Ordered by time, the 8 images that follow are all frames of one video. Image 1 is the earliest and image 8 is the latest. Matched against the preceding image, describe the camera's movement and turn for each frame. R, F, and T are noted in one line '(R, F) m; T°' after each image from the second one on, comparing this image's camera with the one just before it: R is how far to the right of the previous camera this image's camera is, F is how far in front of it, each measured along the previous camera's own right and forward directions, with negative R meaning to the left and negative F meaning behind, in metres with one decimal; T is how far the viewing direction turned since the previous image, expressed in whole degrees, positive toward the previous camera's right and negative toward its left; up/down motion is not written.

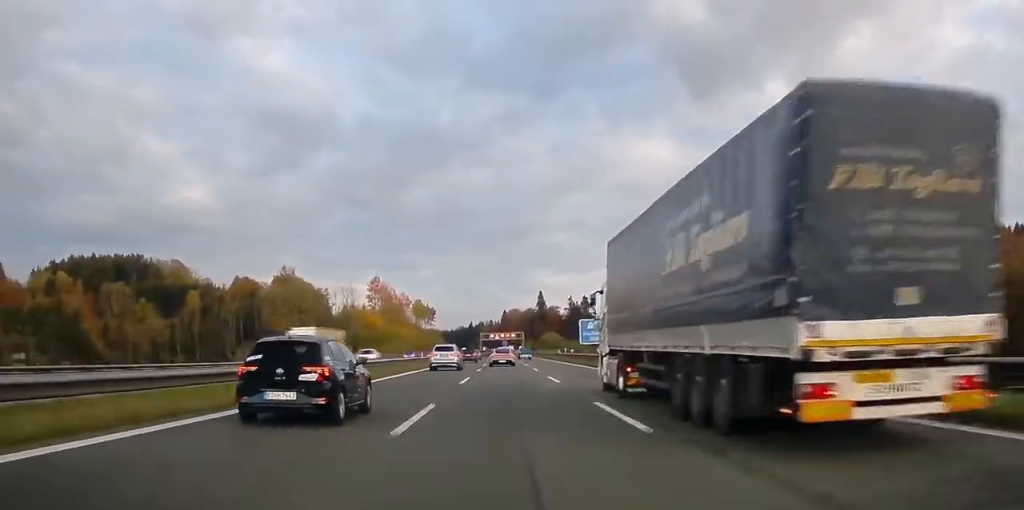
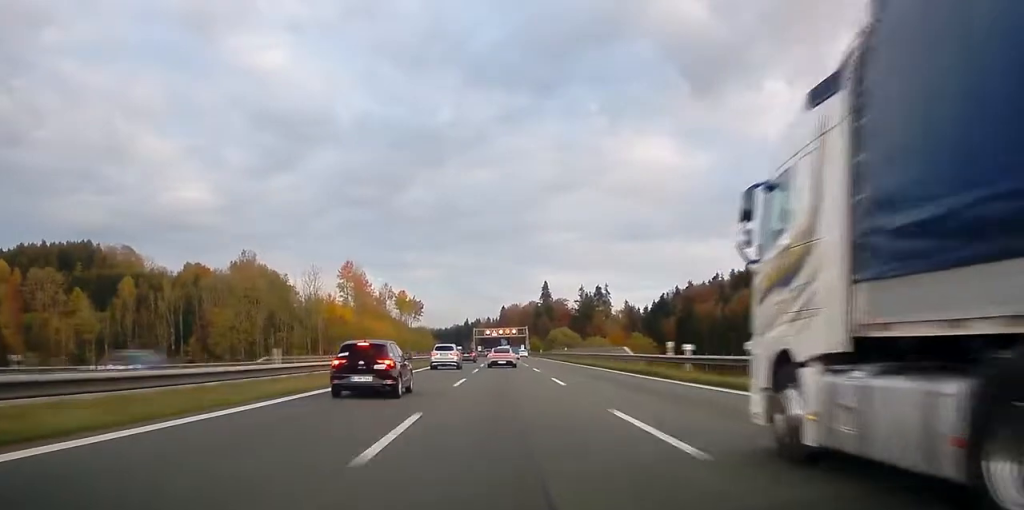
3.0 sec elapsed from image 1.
(-0.3, +53.3) m; -1°
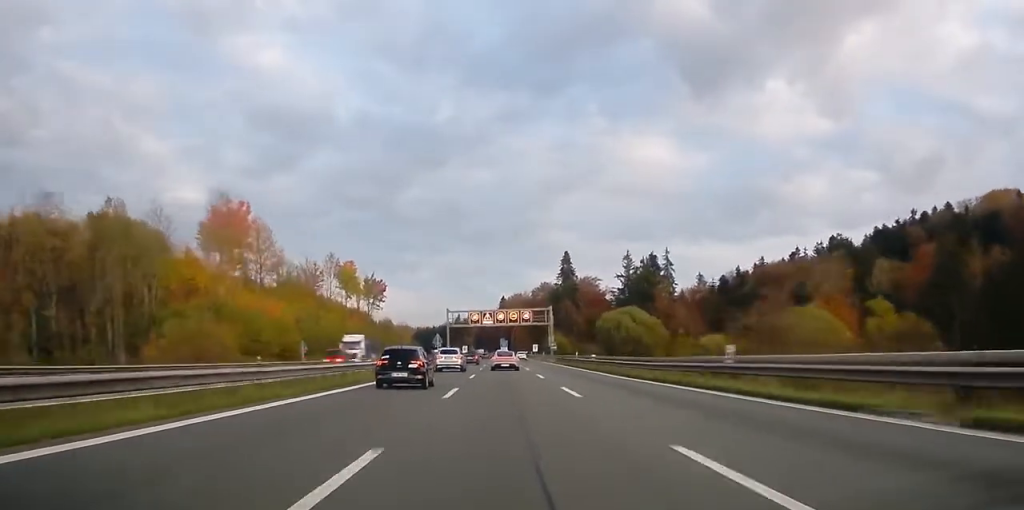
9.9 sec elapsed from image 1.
(+0.1, +115.9) m; +1°
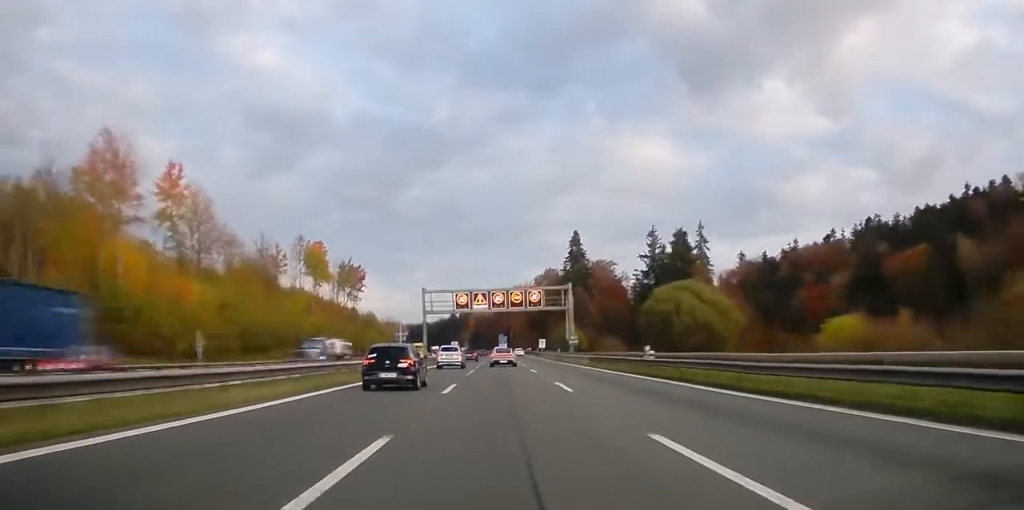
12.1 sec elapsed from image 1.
(+0.4, +36.1) m; 0°
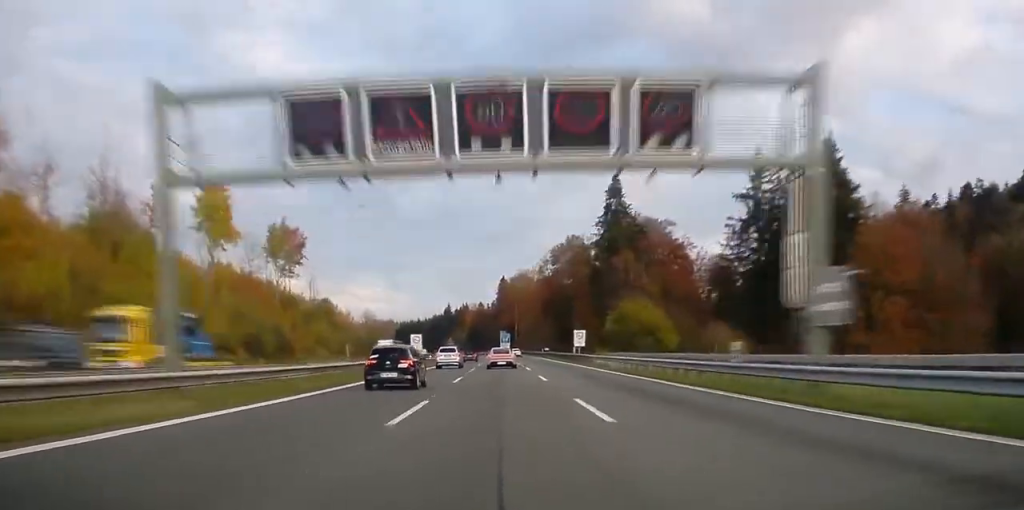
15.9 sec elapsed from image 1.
(-0.1, +66.2) m; -1°
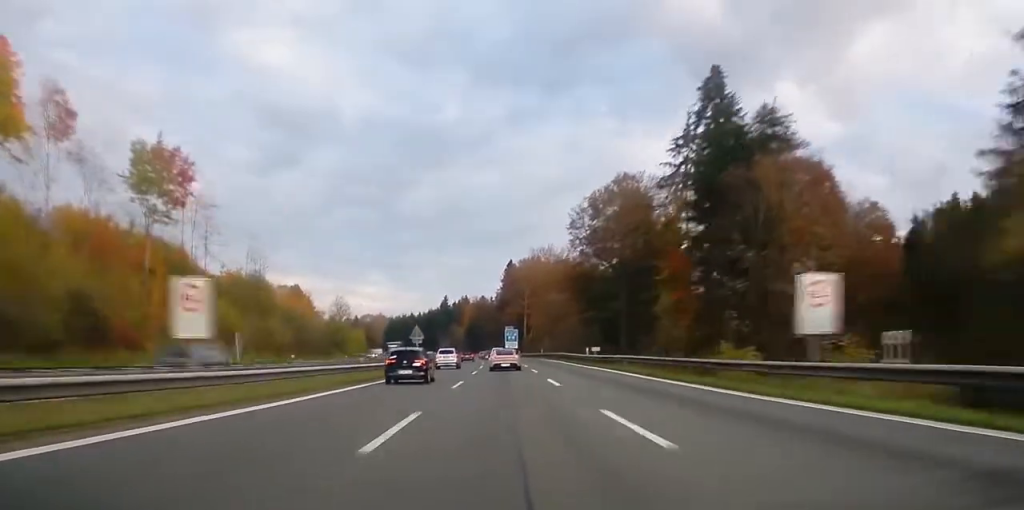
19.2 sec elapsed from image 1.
(-0.3, +58.1) m; 0°
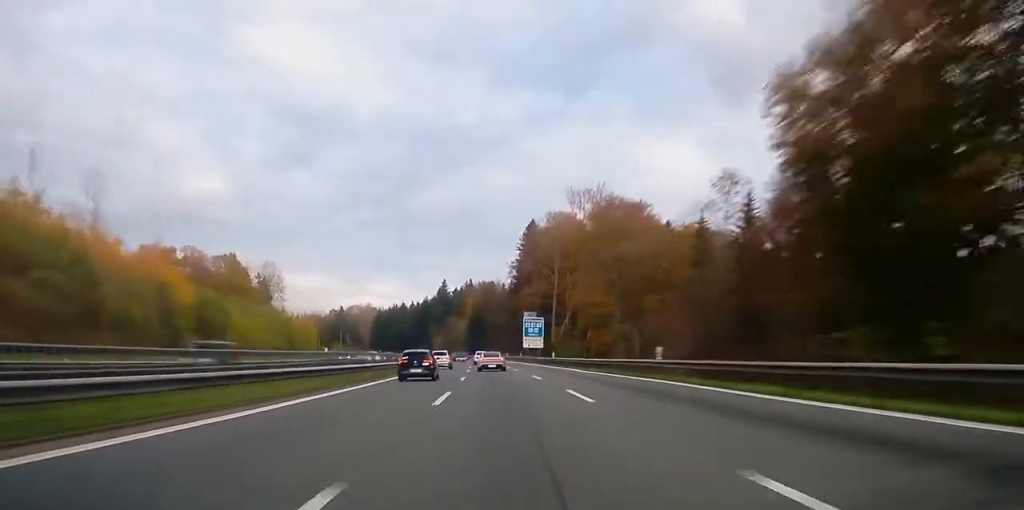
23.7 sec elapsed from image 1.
(-0.3, +84.9) m; -1°
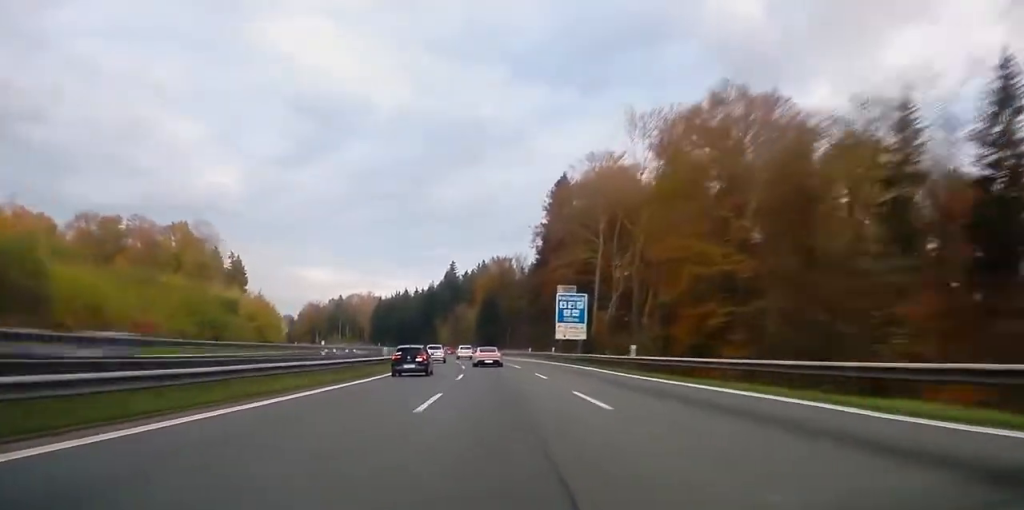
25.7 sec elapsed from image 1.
(-0.8, +41.2) m; -2°
